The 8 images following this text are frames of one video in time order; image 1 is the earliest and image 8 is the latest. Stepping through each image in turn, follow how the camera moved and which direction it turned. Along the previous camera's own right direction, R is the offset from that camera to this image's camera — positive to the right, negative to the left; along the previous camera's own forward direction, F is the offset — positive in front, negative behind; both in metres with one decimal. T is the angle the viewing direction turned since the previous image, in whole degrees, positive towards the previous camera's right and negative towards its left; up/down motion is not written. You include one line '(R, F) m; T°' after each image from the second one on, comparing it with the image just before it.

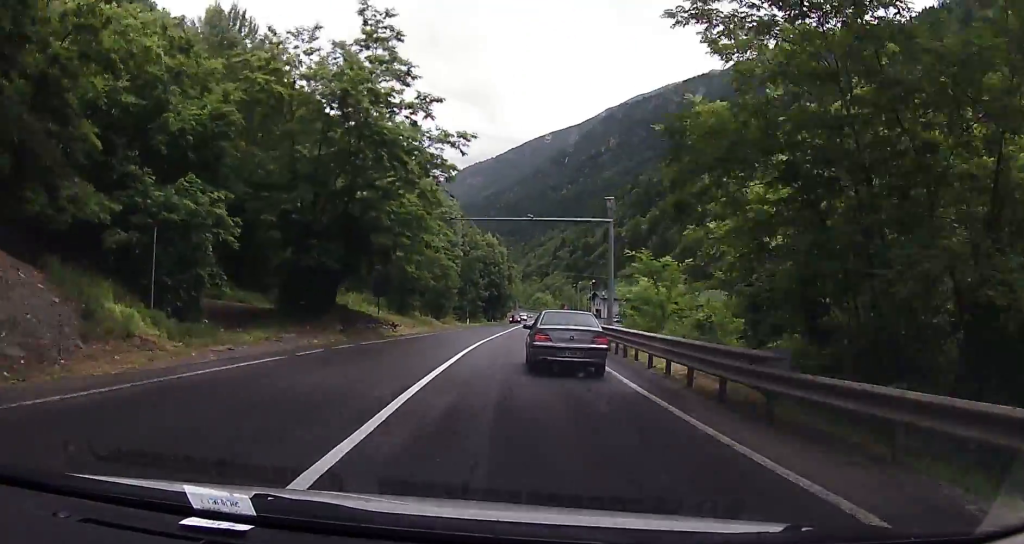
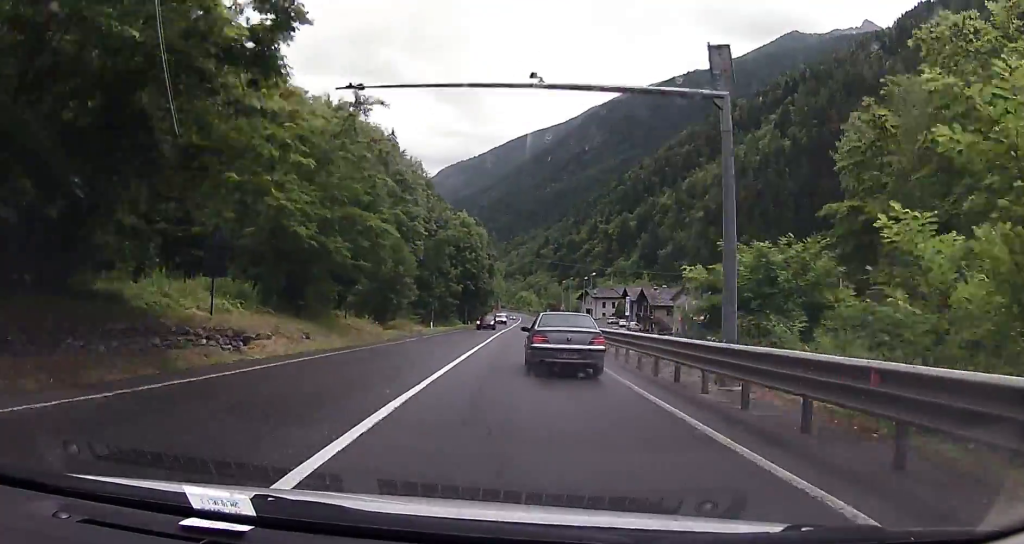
(-0.2, +21.5) m; +1°
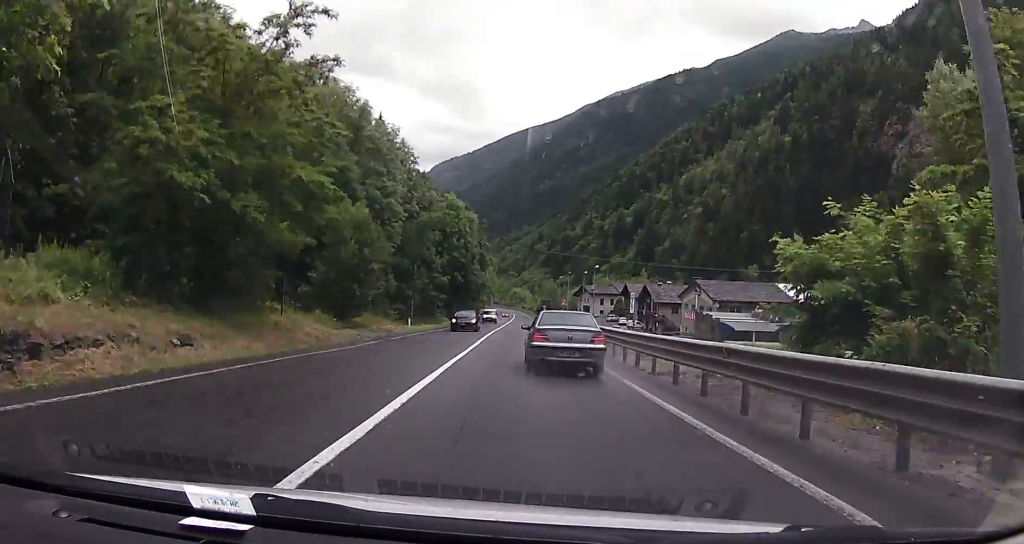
(+0.3, +9.2) m; +1°
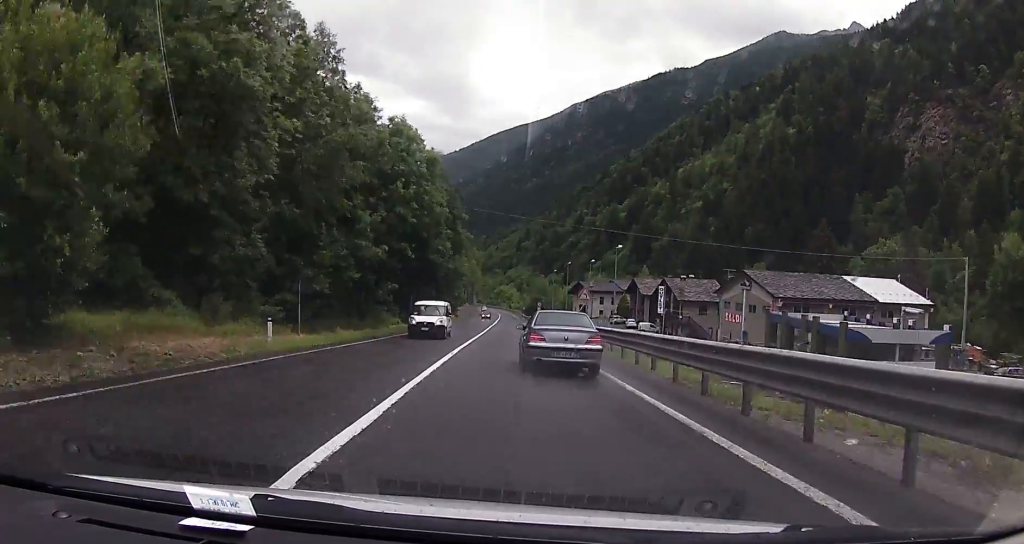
(+0.7, +25.3) m; +2°
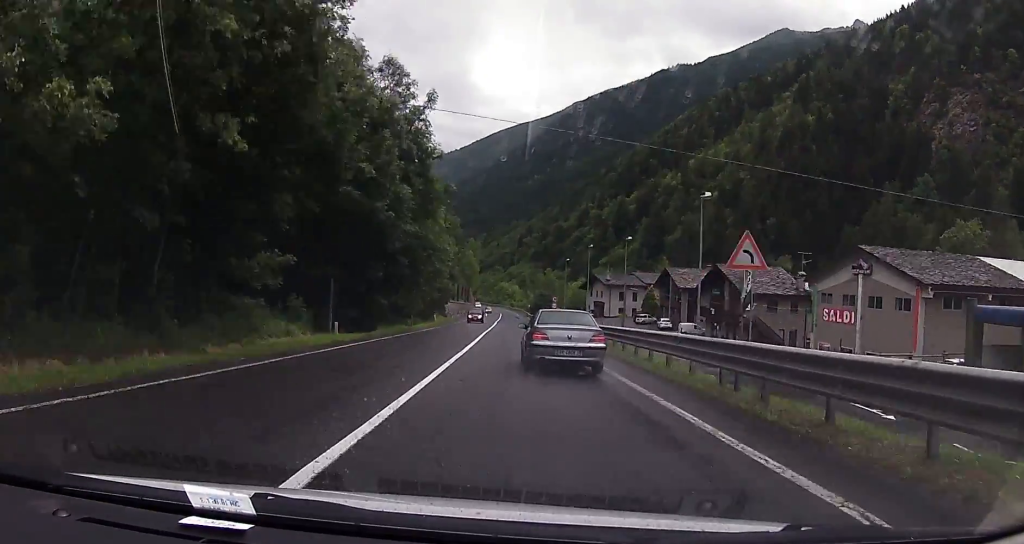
(+0.1, +24.9) m; 0°
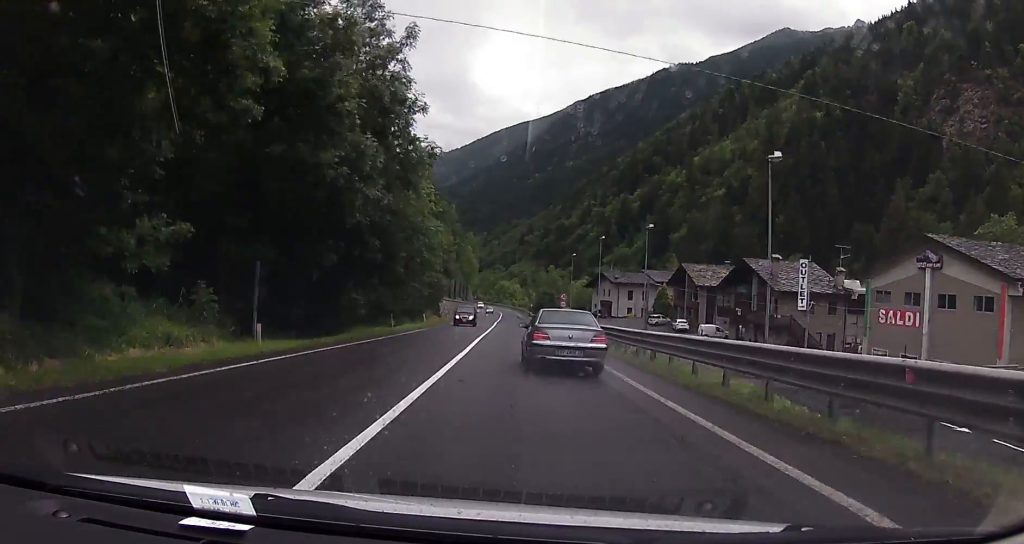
(0.0, +8.8) m; 0°
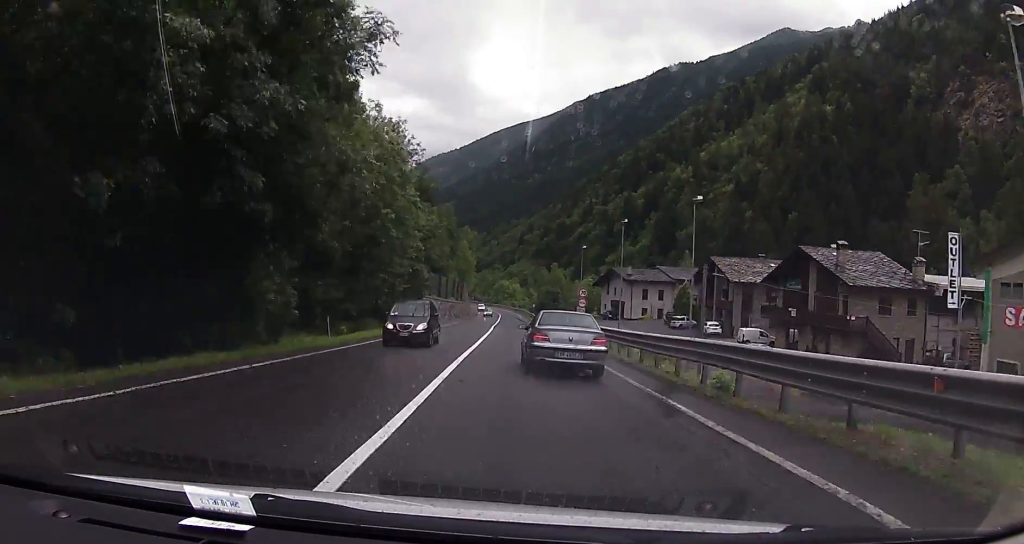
(0.0, +13.9) m; -1°
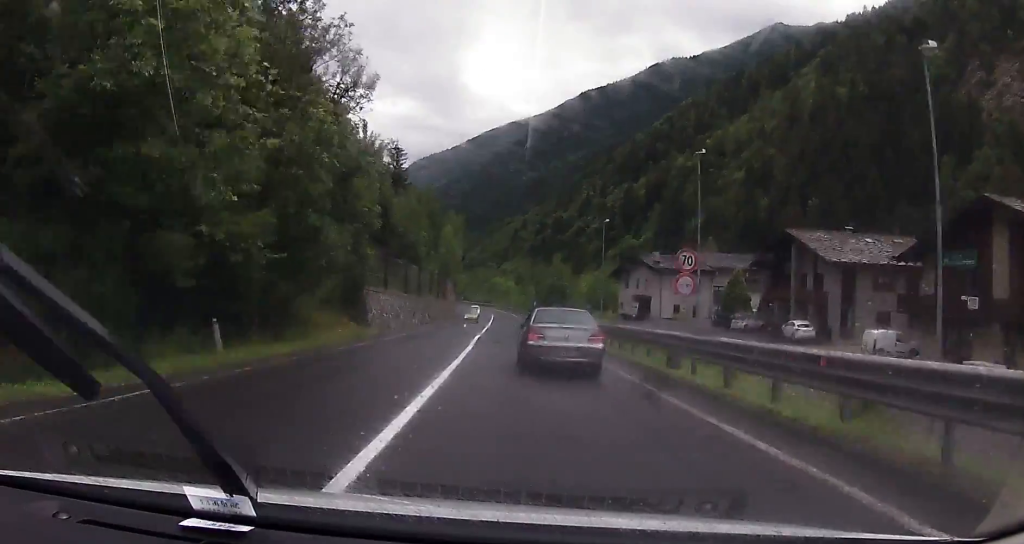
(-0.3, +24.9) m; -1°
